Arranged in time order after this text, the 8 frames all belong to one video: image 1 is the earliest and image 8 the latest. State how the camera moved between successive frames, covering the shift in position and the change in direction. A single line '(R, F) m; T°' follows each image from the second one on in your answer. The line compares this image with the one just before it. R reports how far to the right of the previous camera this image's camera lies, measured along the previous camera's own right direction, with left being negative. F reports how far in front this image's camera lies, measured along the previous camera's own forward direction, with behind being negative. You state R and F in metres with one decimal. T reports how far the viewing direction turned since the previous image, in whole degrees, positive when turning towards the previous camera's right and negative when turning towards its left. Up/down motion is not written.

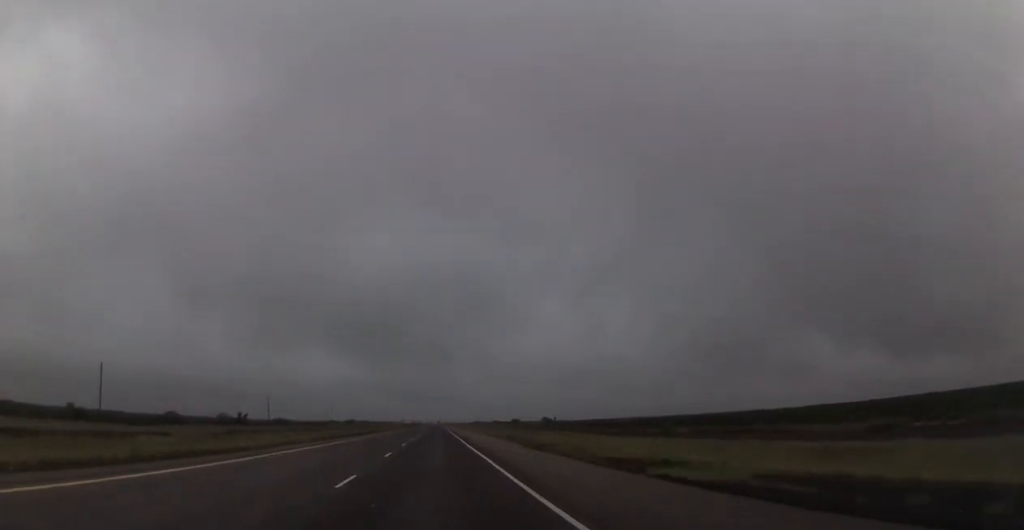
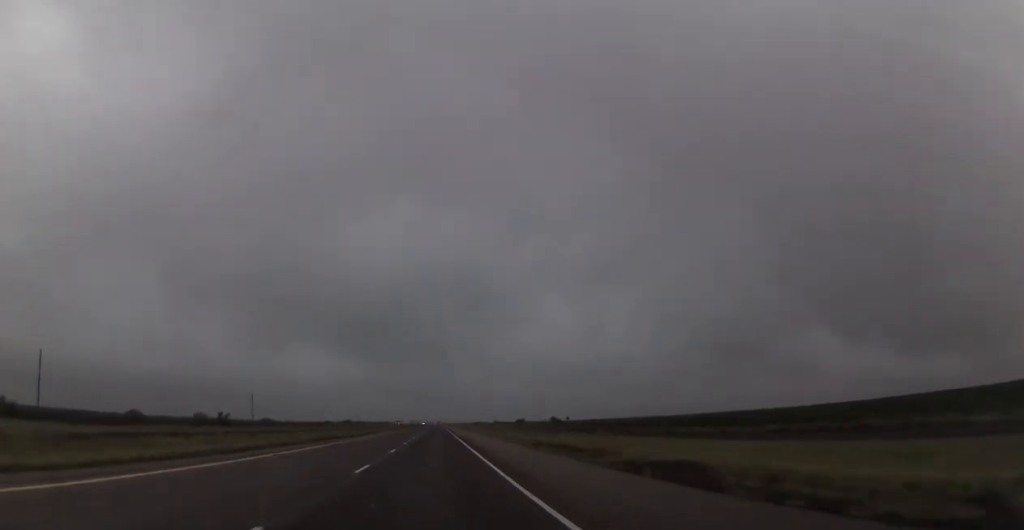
(-0.2, +20.6) m; 0°
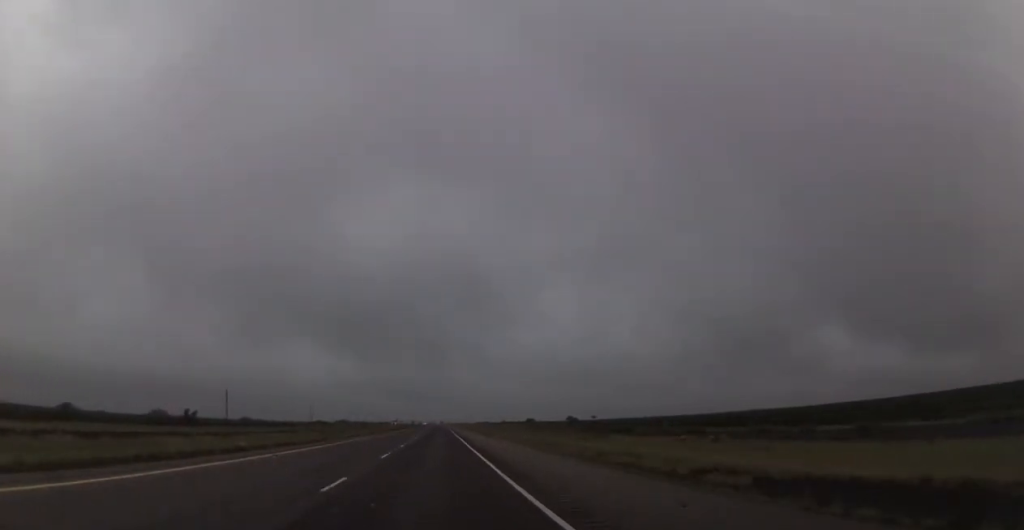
(+0.3, +29.2) m; +1°
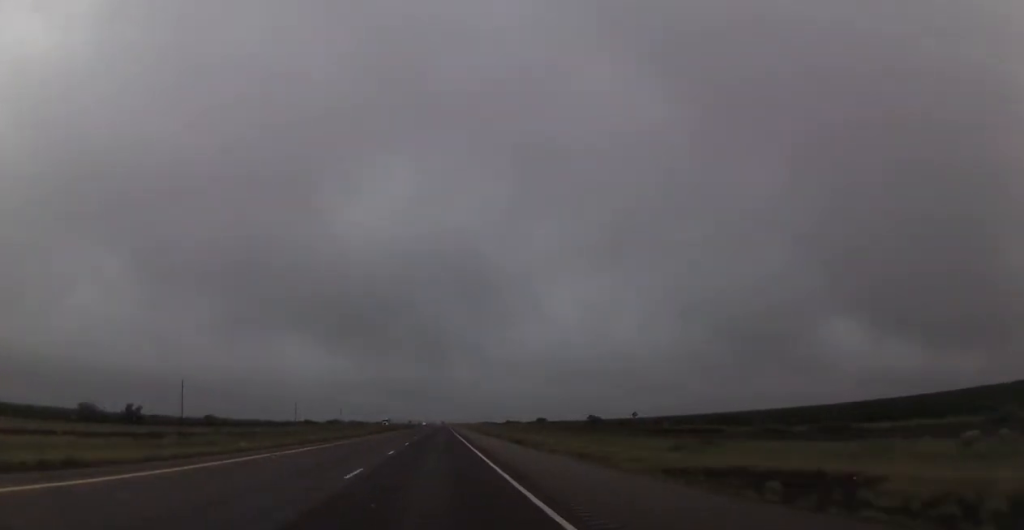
(0.0, +34.0) m; 0°
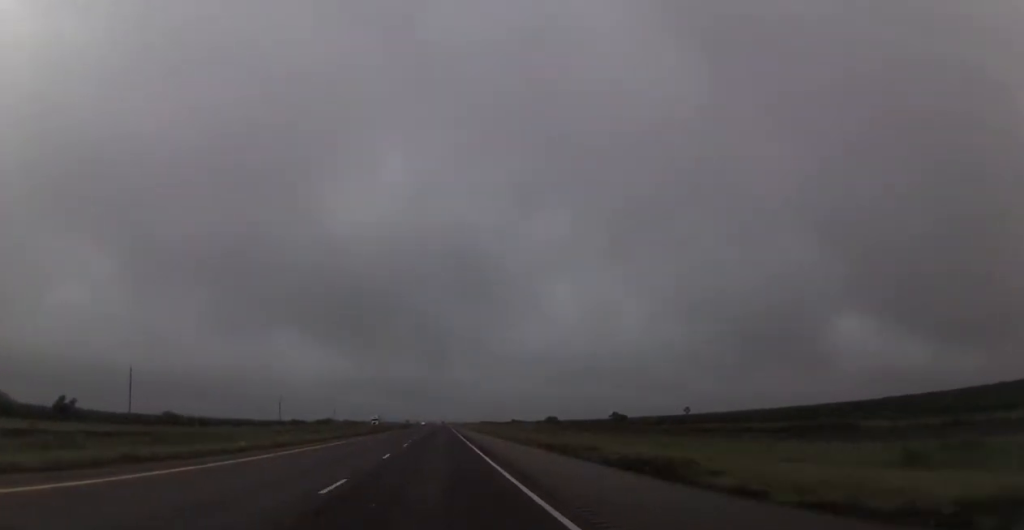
(+0.1, +27.9) m; 0°
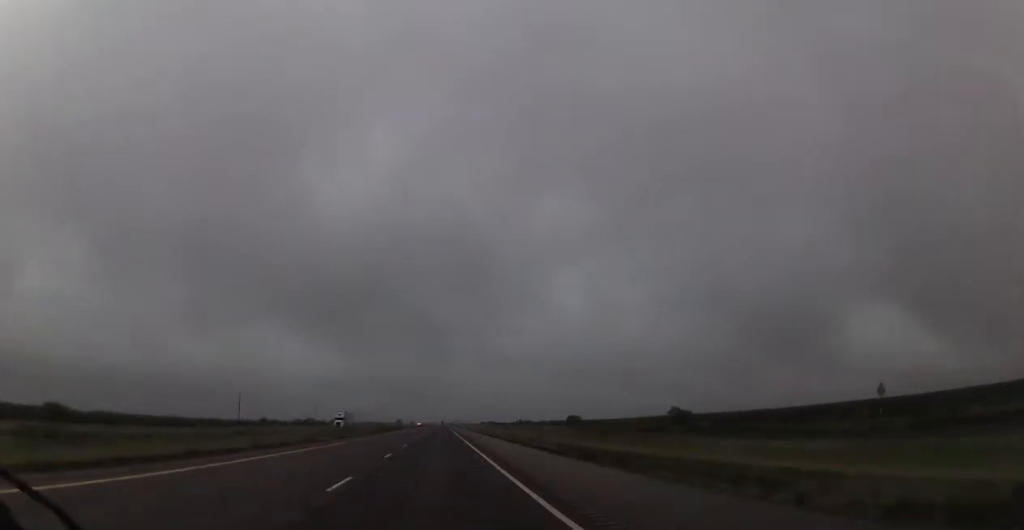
(-0.1, +48.5) m; 0°
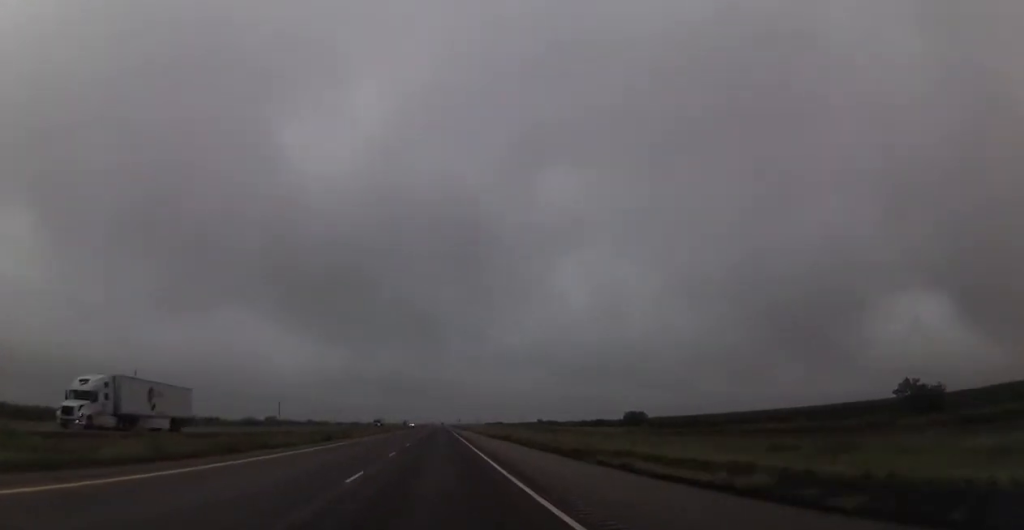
(-0.8, +71.6) m; -1°
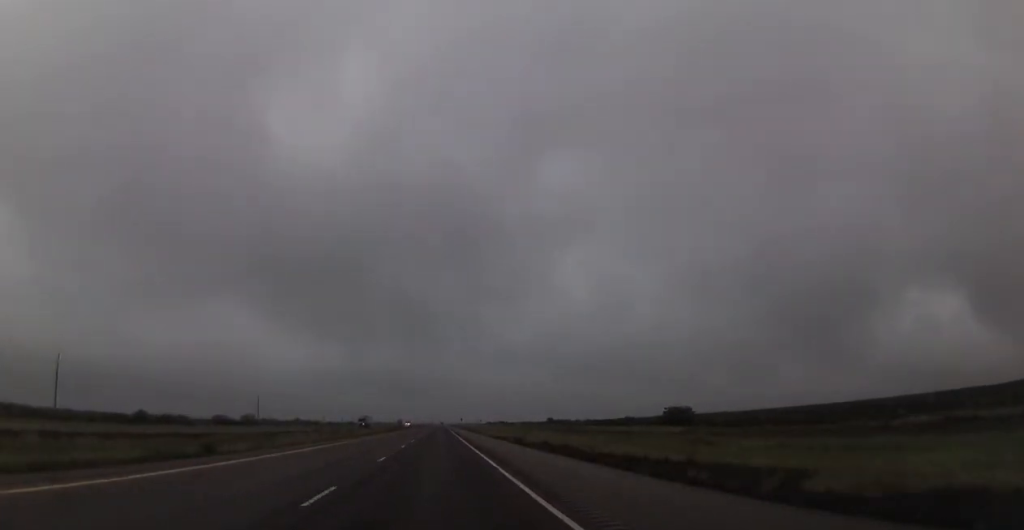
(+0.2, +29.1) m; +1°
